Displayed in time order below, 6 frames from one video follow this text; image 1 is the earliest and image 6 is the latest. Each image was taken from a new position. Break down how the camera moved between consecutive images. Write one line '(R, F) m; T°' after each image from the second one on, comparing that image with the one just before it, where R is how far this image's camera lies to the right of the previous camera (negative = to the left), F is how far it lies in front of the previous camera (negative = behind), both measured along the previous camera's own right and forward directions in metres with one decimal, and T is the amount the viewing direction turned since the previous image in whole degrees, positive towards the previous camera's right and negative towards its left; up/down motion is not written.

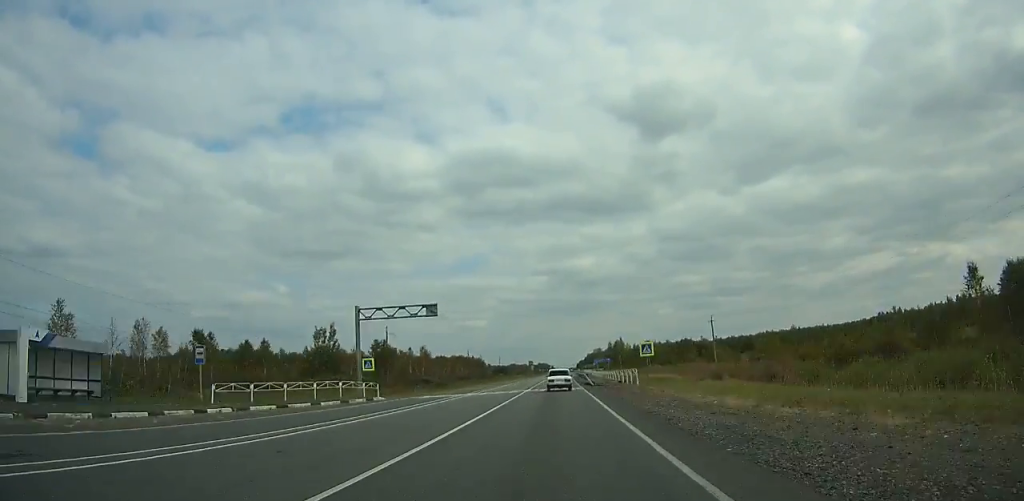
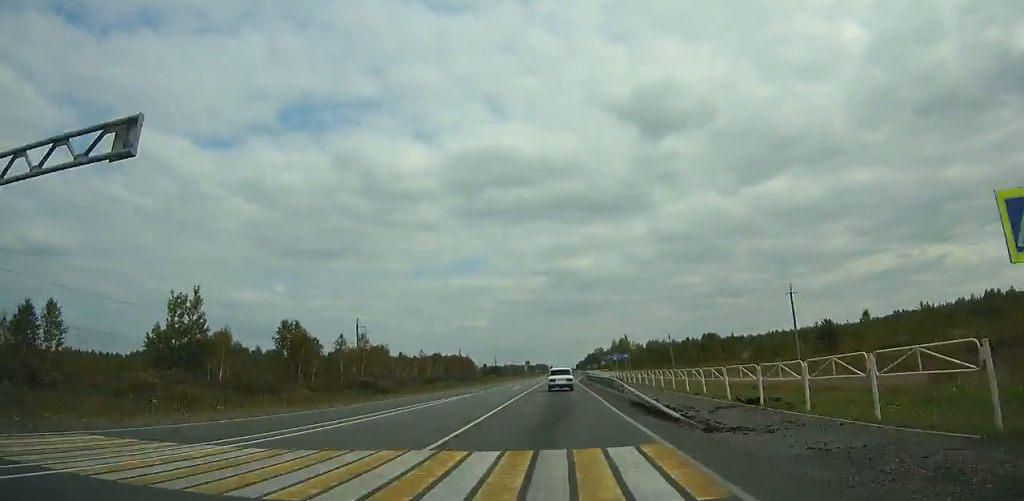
(-0.2, +33.4) m; 0°
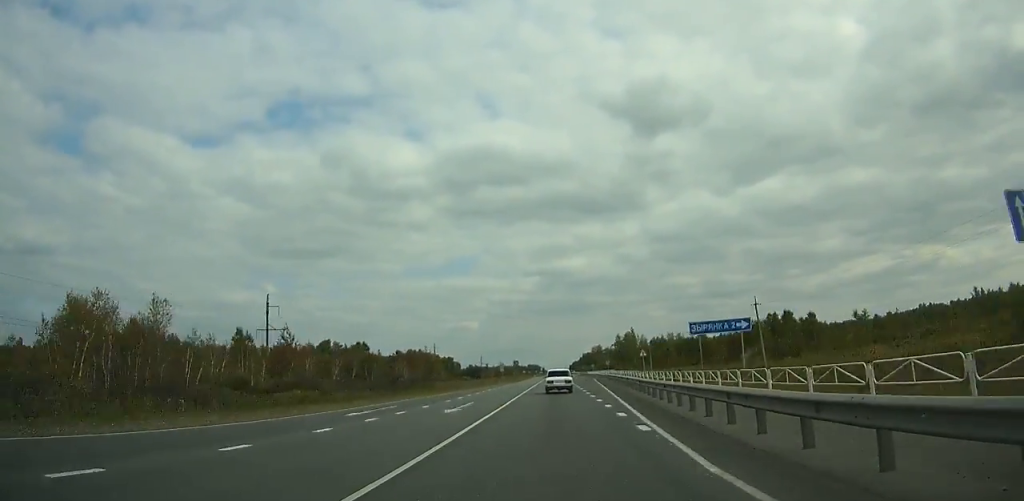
(+0.2, +59.7) m; 0°
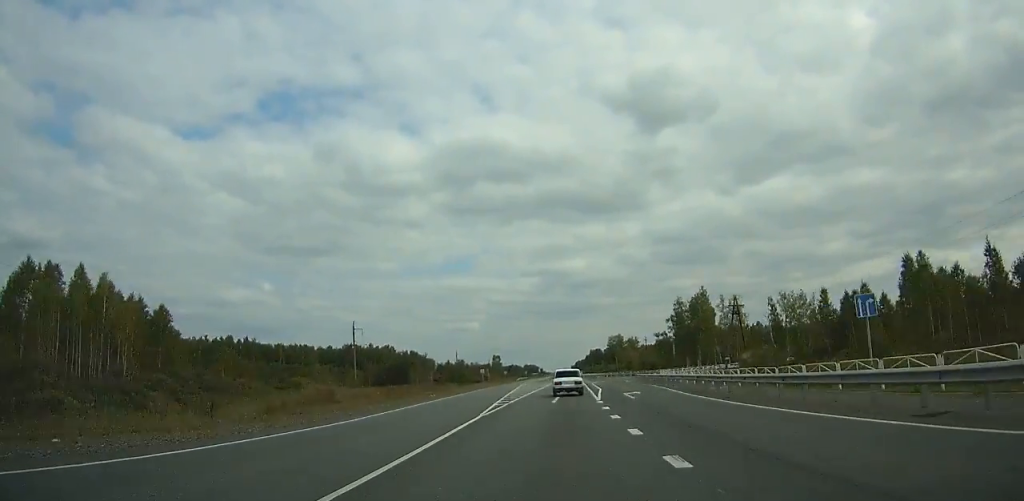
(-0.2, +137.1) m; 0°
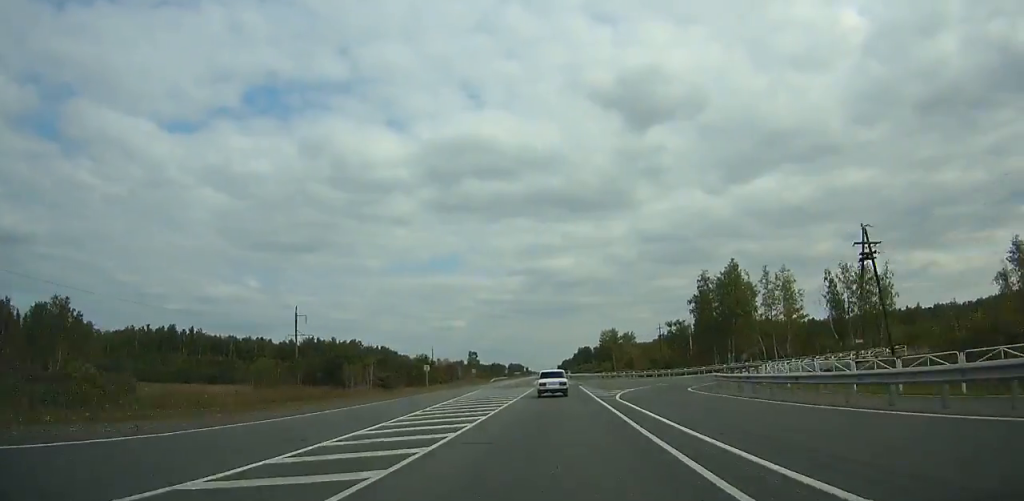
(+0.2, +36.4) m; 0°
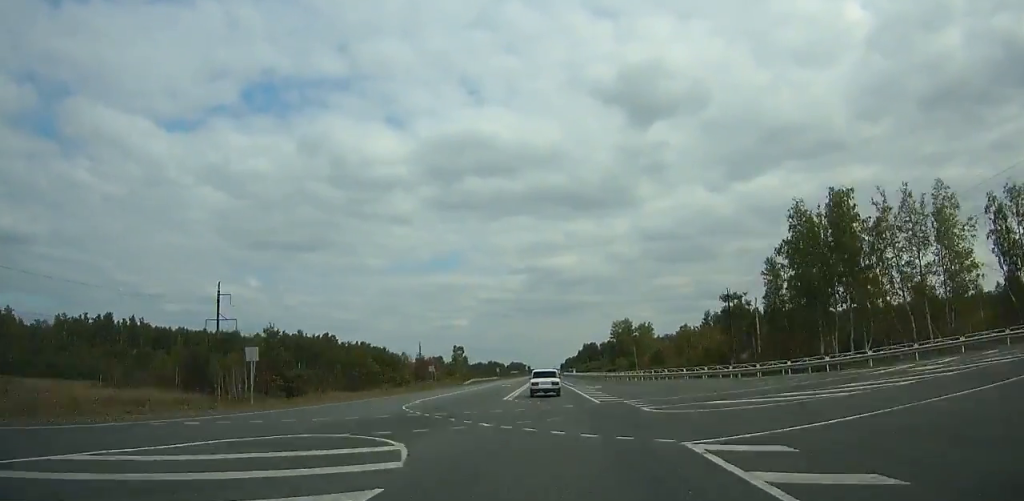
(+0.3, +42.6) m; 0°
